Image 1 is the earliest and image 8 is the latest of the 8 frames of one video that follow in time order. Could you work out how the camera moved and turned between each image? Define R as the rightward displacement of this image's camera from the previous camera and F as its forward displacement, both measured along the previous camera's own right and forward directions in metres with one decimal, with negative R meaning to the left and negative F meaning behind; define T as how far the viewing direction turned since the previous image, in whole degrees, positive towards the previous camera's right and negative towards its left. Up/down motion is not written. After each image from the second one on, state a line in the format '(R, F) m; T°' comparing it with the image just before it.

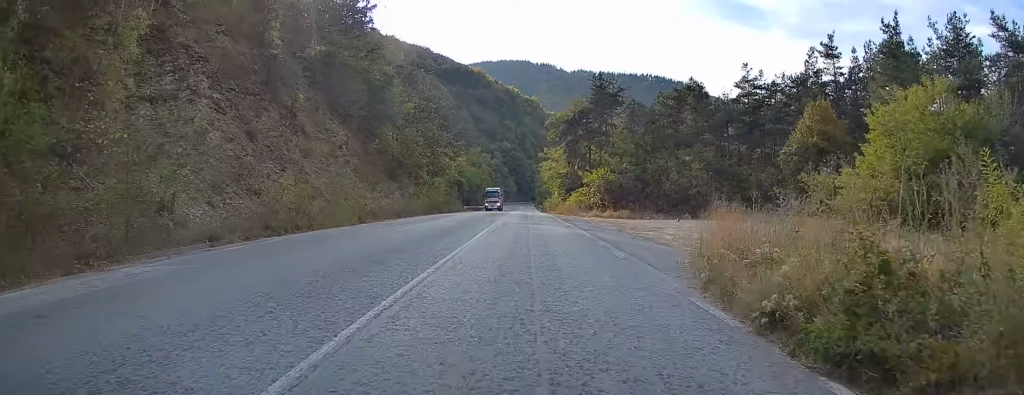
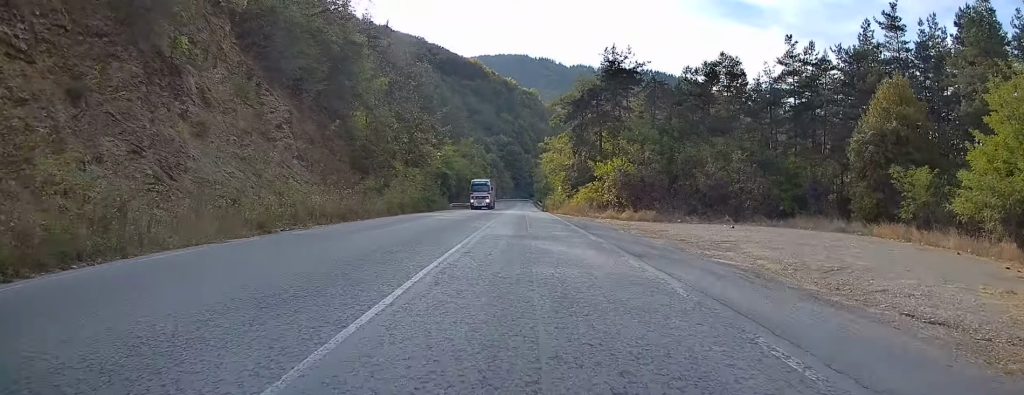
(0.0, +14.4) m; 0°
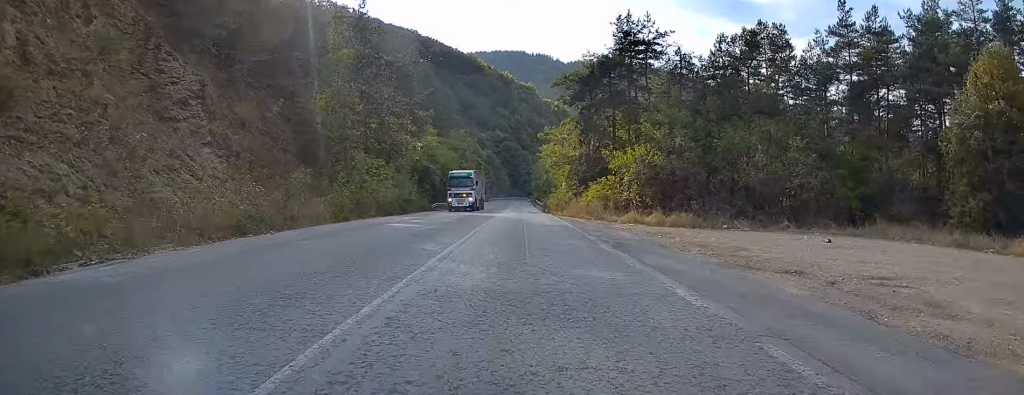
(0.0, +12.7) m; 0°
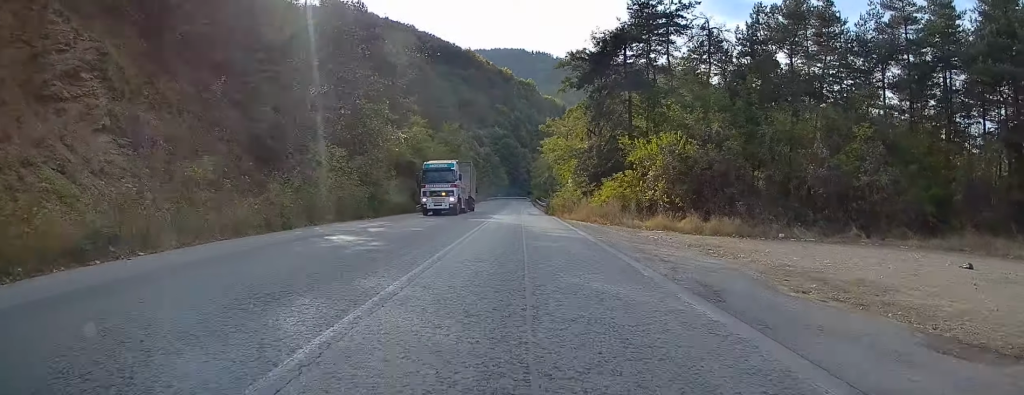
(0.0, +8.9) m; +1°
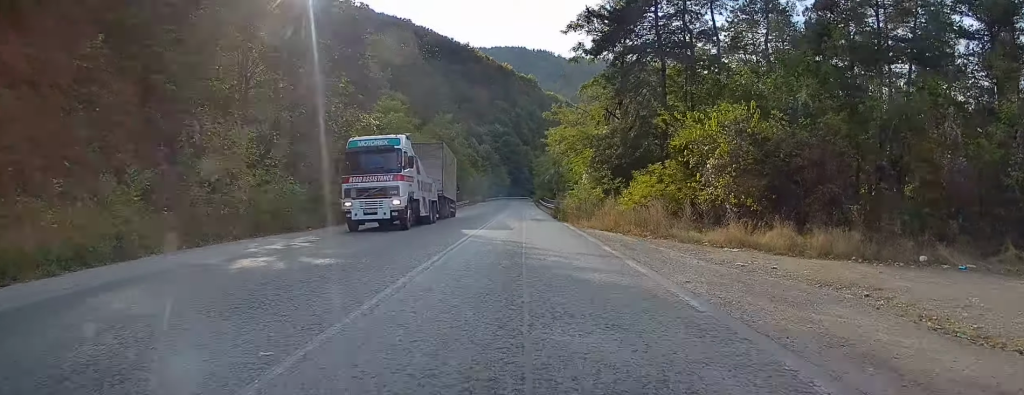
(+0.1, +11.5) m; +1°
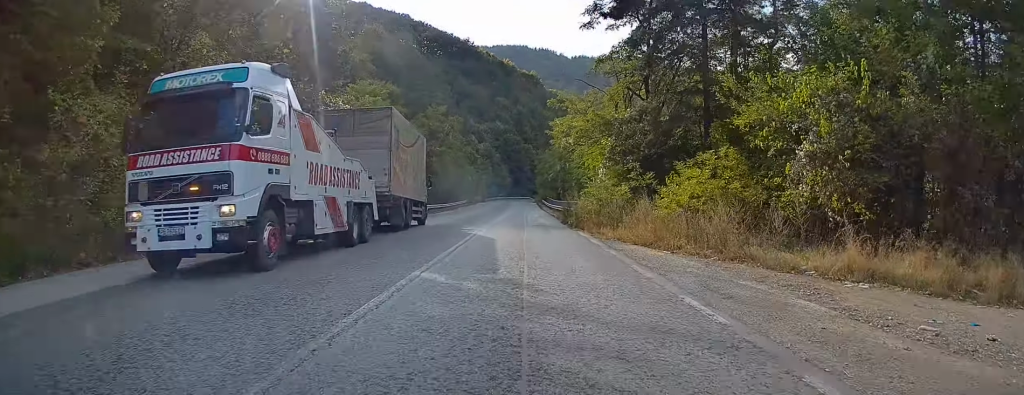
(+0.2, +8.3) m; 0°
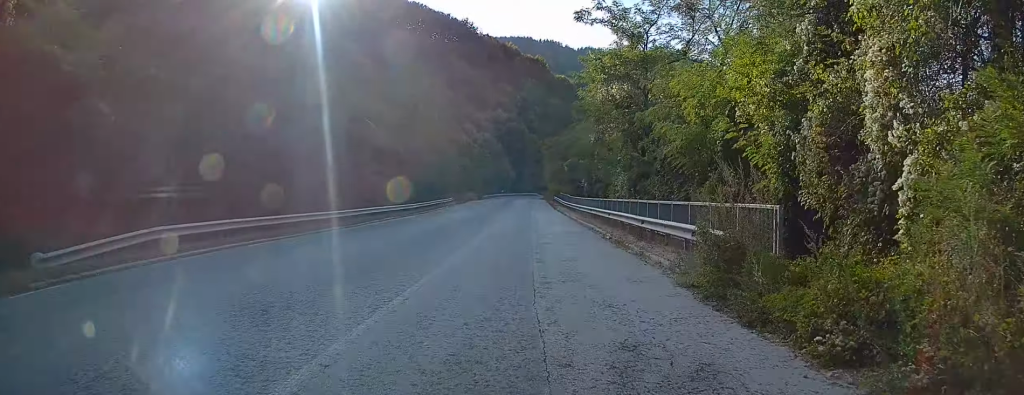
(-0.6, +26.3) m; -2°
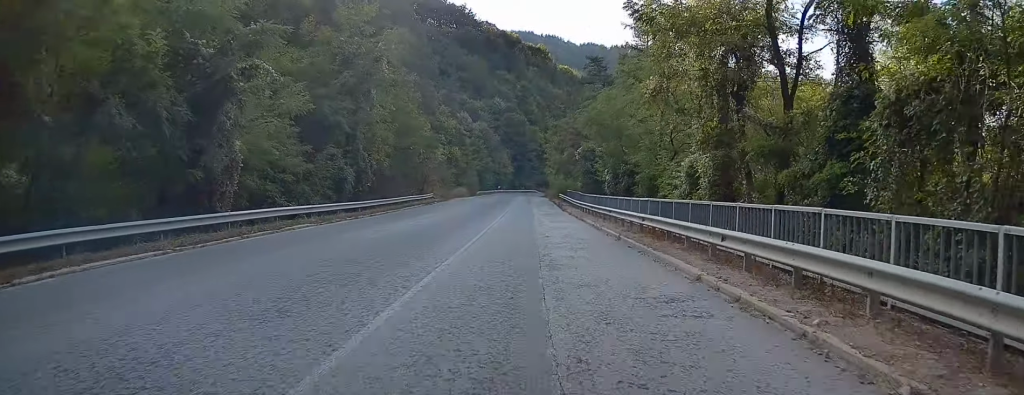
(0.0, +15.5) m; 0°
